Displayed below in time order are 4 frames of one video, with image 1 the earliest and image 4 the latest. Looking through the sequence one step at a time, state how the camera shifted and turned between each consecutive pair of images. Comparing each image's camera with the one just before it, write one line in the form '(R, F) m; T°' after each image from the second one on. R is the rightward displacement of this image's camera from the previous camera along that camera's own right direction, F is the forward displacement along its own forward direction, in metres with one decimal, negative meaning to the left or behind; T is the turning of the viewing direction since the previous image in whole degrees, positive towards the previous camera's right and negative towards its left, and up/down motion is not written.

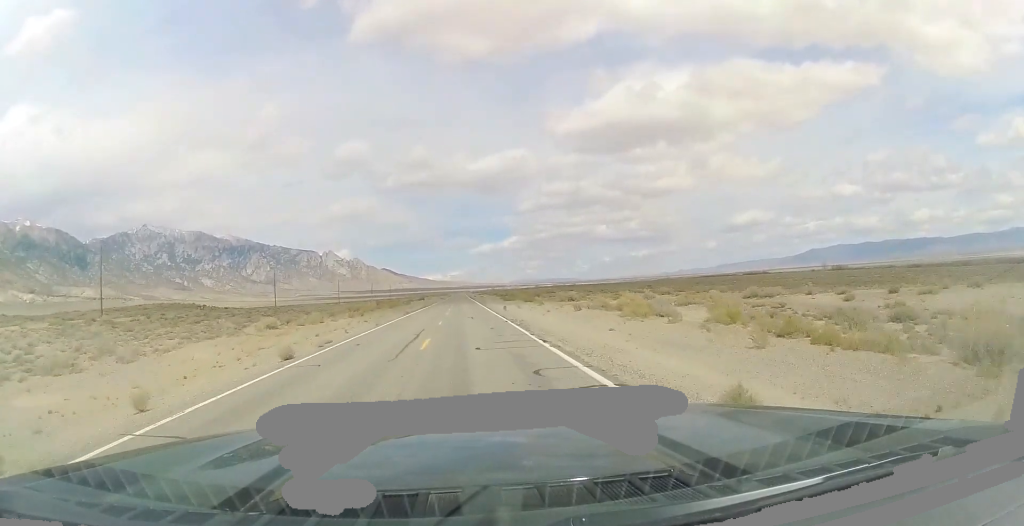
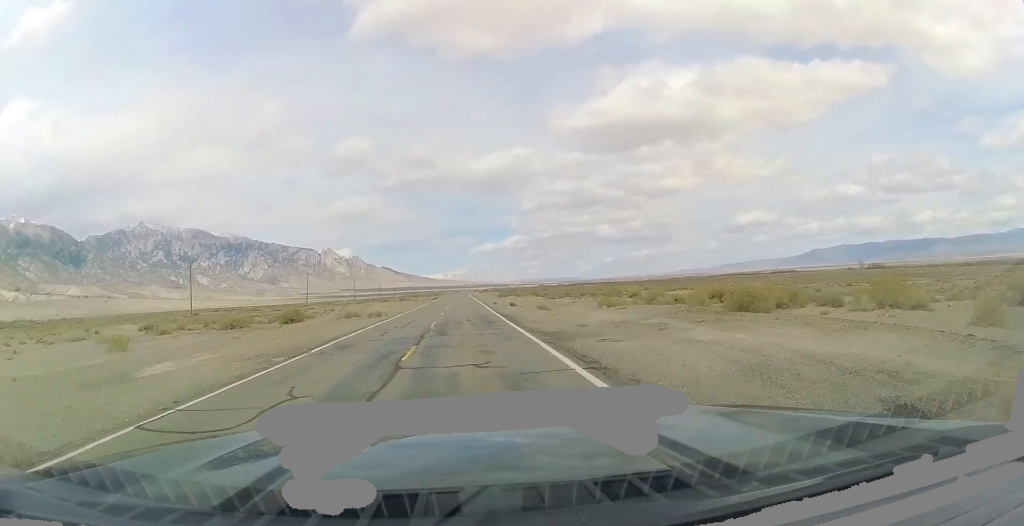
(-2.3, +150.1) m; -1°
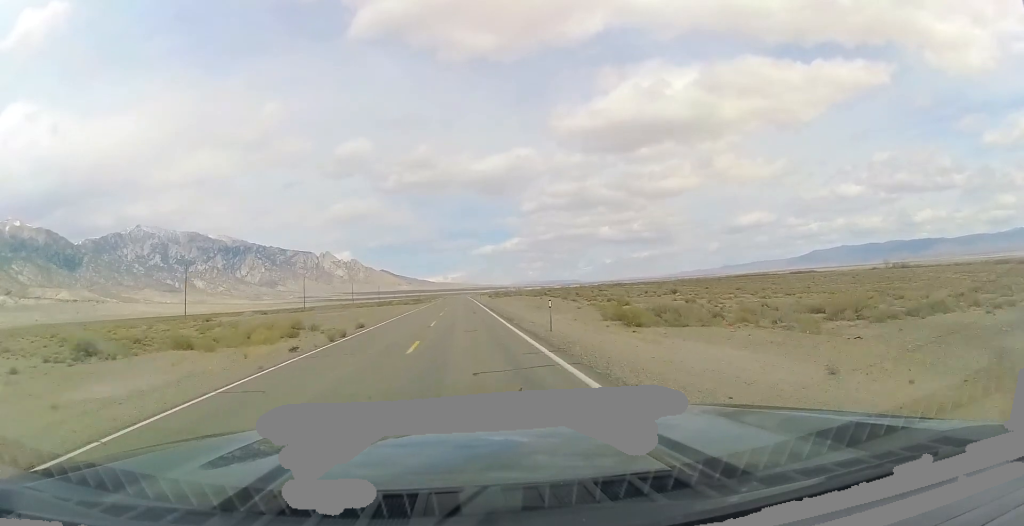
(0.0, +94.9) m; 0°
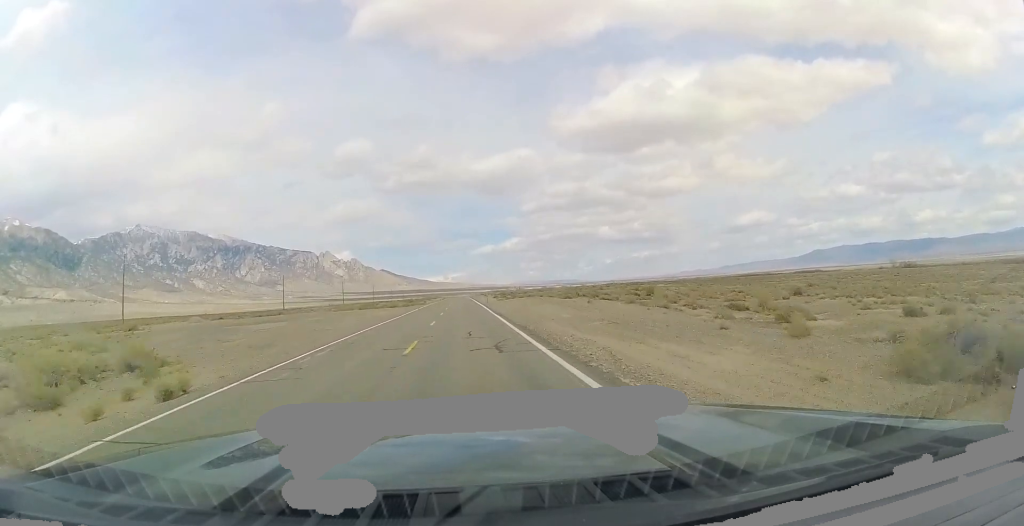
(0.0, +24.4) m; 0°
